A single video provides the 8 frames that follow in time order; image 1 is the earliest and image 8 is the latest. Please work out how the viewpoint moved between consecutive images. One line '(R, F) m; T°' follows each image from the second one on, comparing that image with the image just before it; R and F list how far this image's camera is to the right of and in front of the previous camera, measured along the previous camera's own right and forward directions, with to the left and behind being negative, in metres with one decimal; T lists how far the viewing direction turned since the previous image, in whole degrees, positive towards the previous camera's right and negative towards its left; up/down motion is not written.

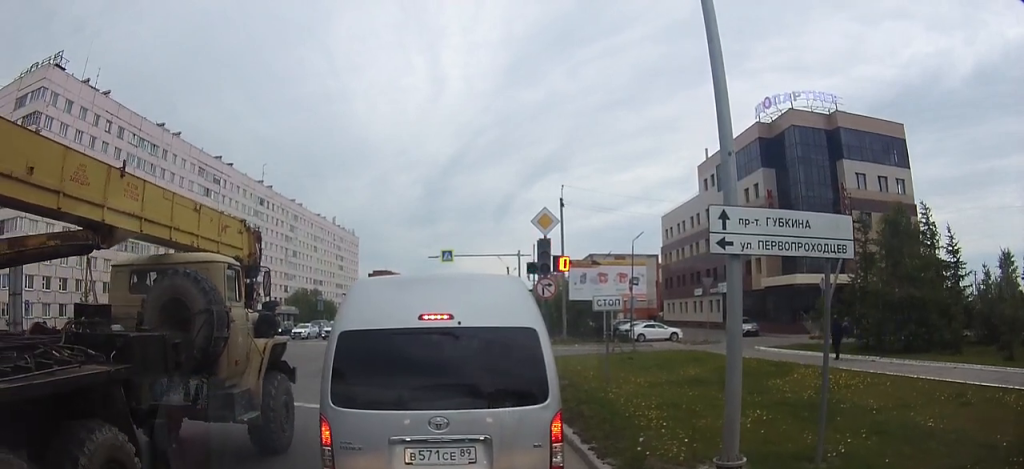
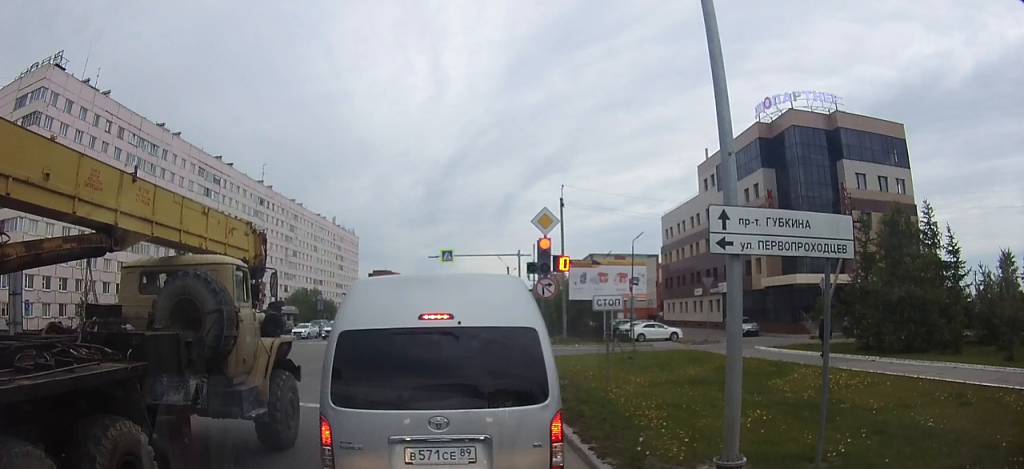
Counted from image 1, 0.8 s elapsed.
(0.0, 0.0) m; 0°
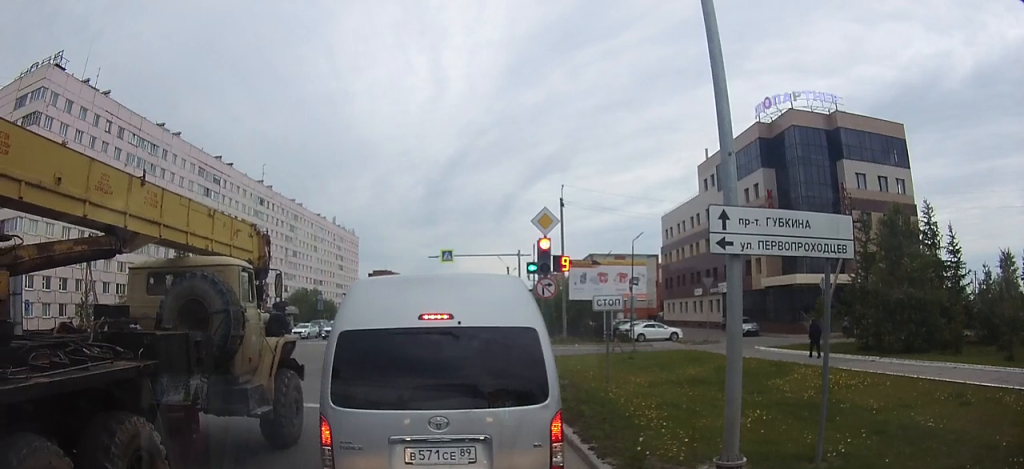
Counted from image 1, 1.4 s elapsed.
(0.0, 0.0) m; 0°
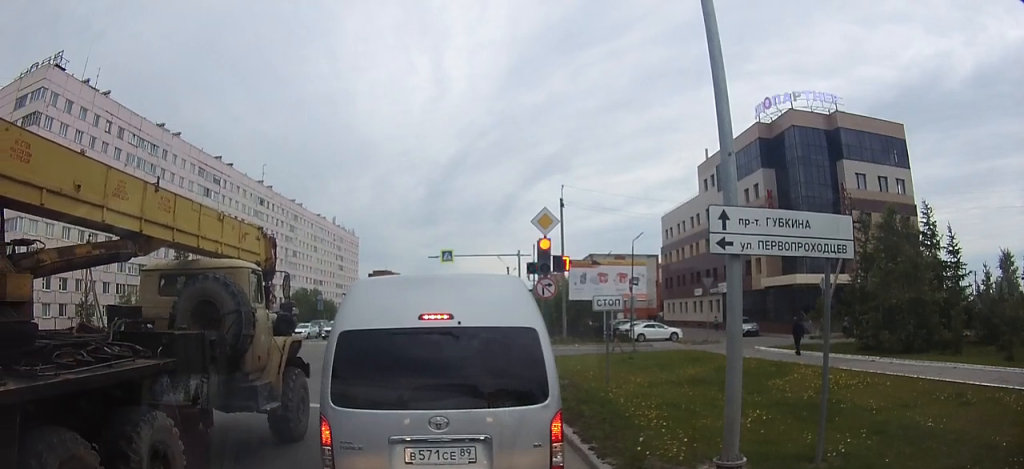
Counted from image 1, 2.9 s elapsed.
(0.0, 0.0) m; 0°
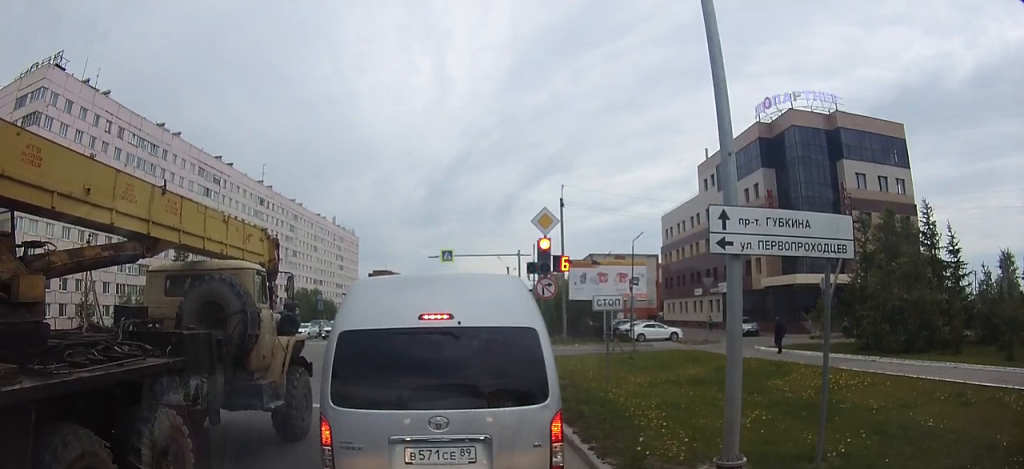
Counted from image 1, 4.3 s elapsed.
(-0.1, 0.0) m; 0°
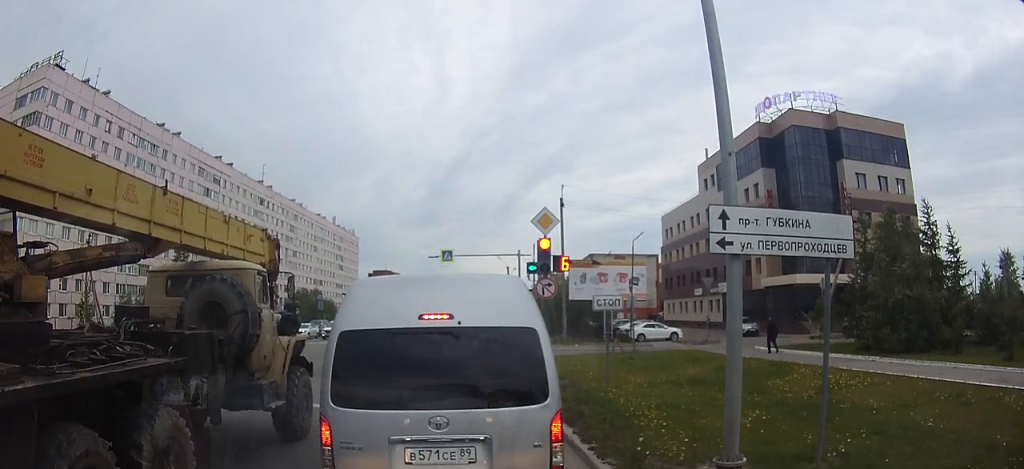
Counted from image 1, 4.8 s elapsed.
(0.0, 0.0) m; 0°
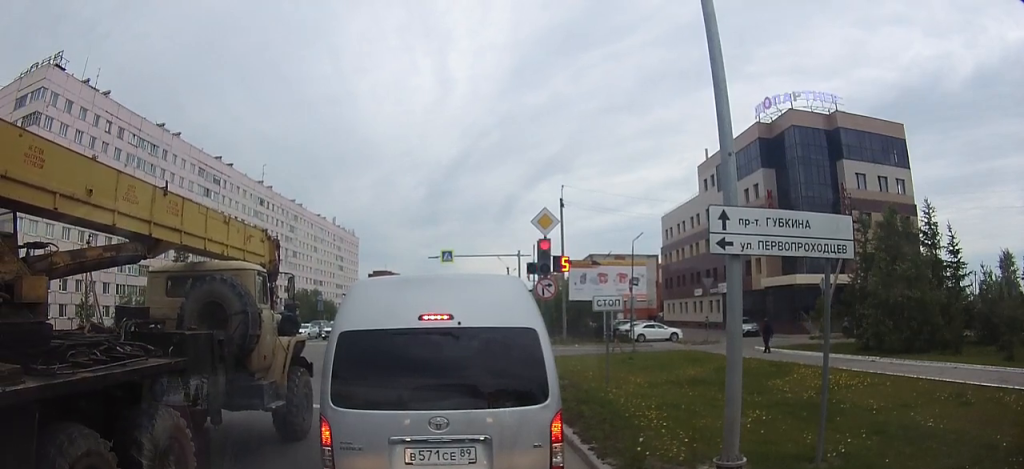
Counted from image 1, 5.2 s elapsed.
(0.0, 0.0) m; 0°
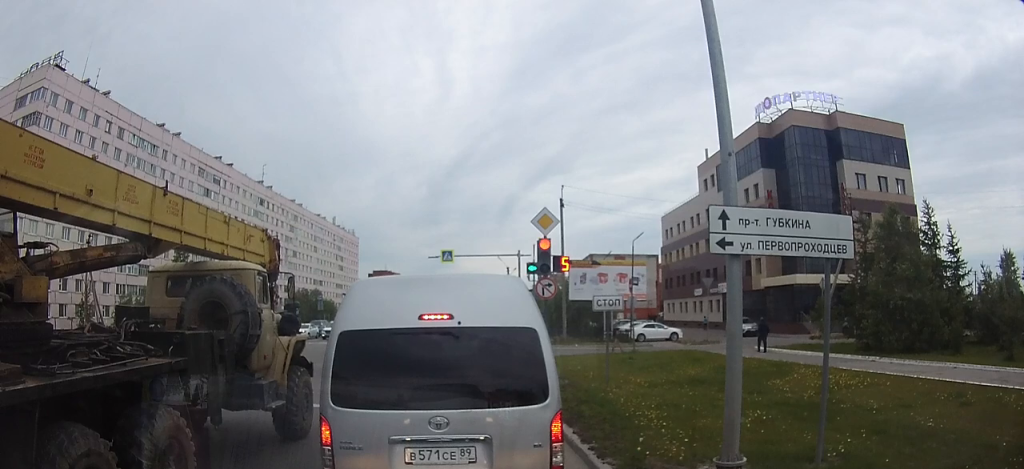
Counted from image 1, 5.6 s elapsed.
(0.0, 0.0) m; 0°
